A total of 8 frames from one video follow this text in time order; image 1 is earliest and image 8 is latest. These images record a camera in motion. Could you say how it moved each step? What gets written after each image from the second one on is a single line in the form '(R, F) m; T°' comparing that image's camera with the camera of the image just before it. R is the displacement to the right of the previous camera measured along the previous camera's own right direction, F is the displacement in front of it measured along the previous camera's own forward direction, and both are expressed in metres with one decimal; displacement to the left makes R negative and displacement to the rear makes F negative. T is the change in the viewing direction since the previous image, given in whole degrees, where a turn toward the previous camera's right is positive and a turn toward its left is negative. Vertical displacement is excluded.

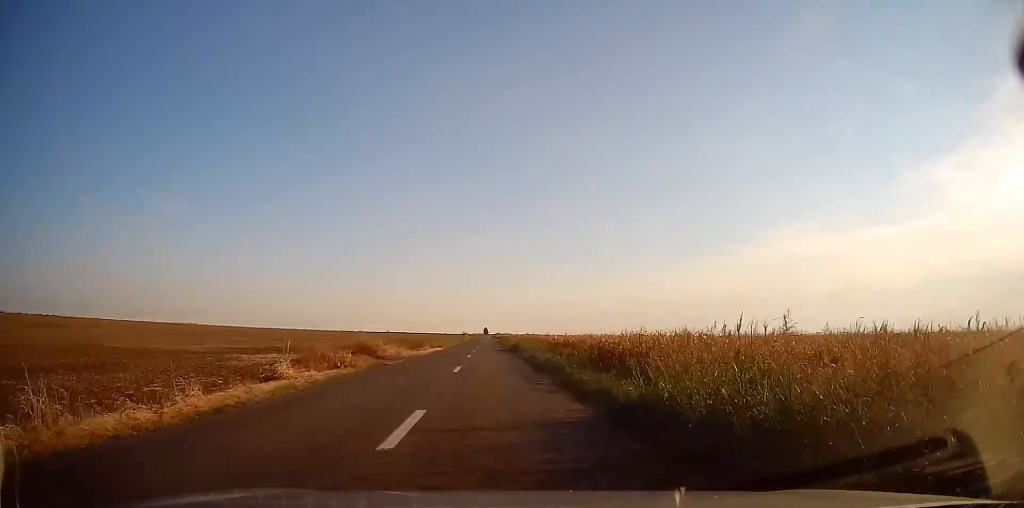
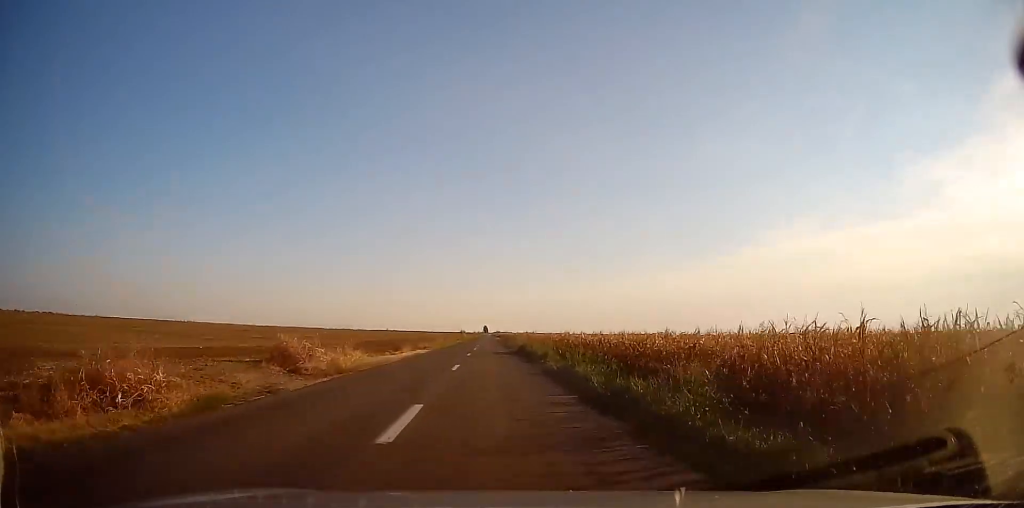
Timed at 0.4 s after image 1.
(+0.1, +11.7) m; 0°
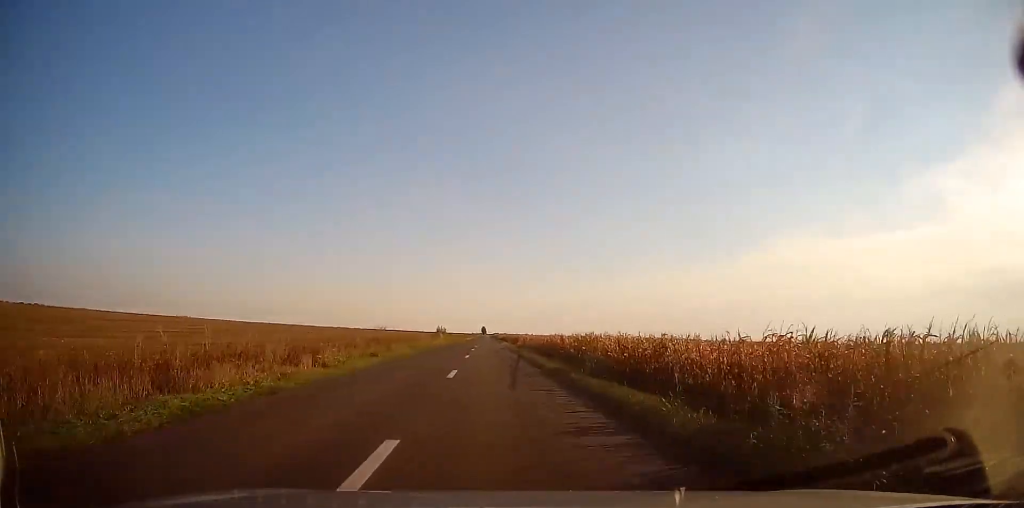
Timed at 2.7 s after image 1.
(-0.1, +62.1) m; 0°
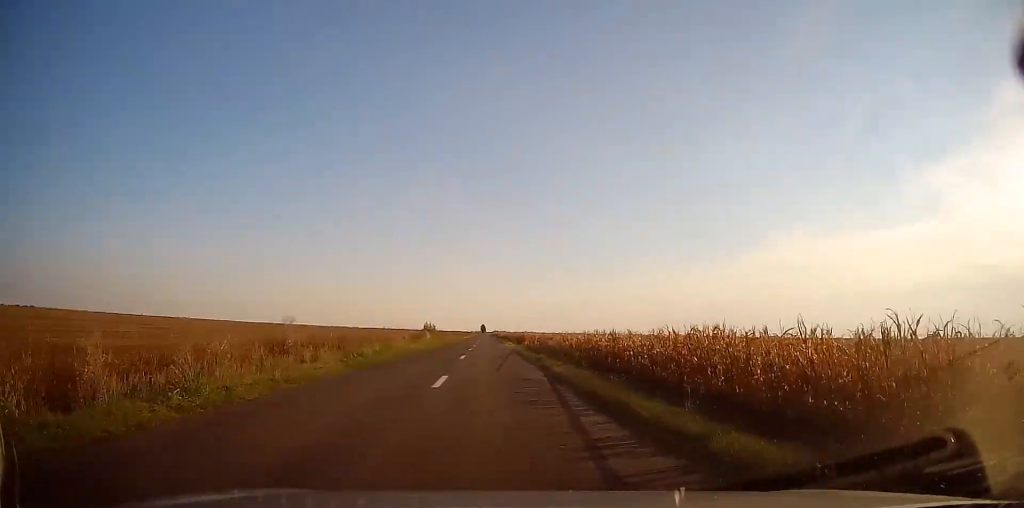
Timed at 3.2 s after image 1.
(-0.1, +15.4) m; 0°
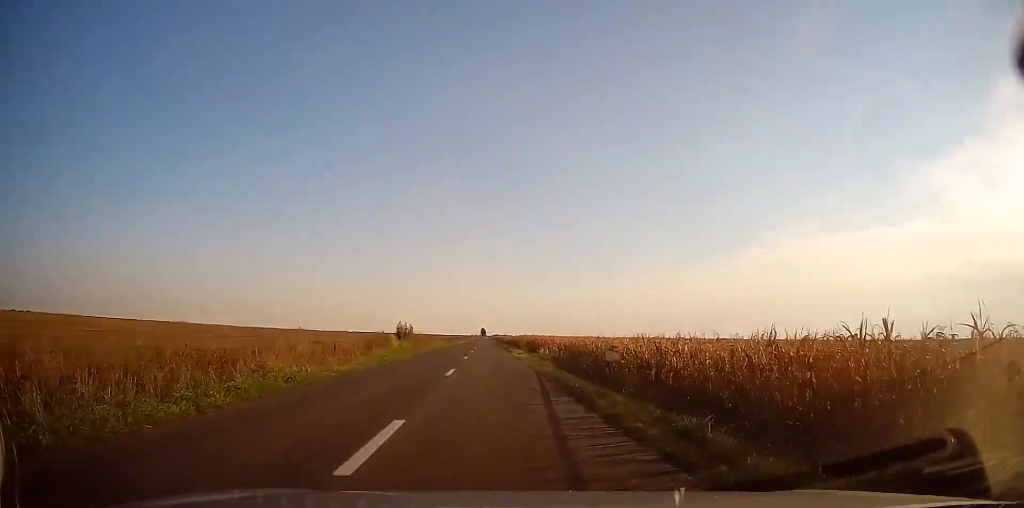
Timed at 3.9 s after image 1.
(-0.1, +19.1) m; 0°
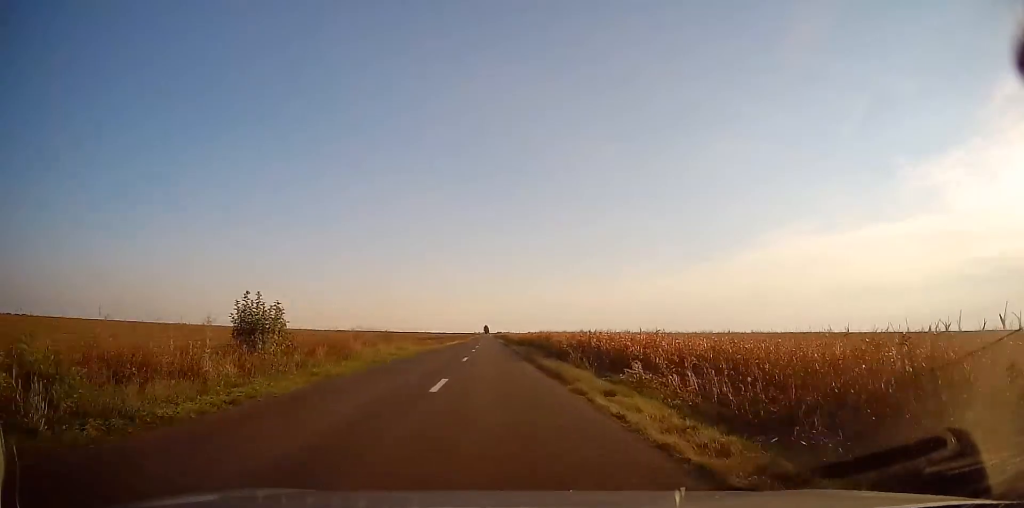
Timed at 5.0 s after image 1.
(0.0, +29.4) m; 0°
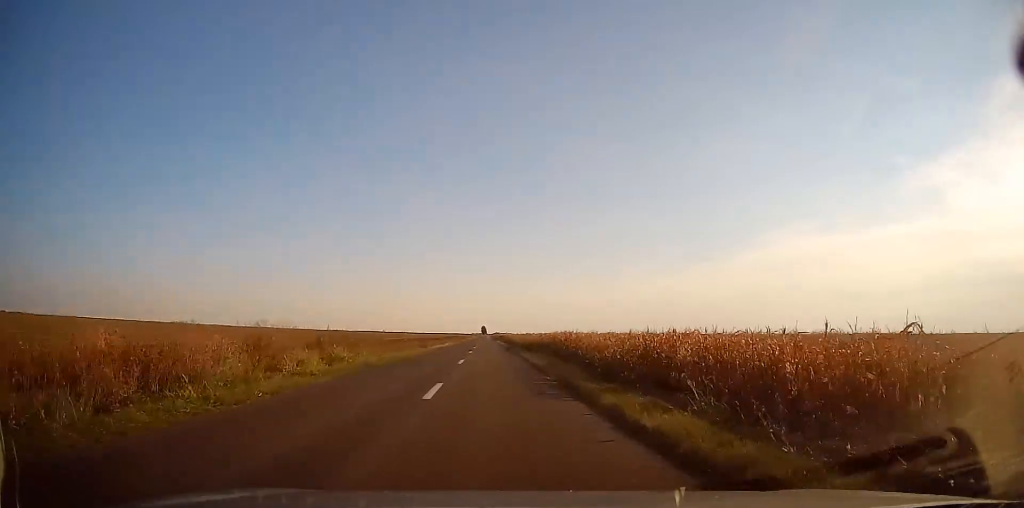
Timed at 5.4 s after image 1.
(+0.2, +13.0) m; 0°
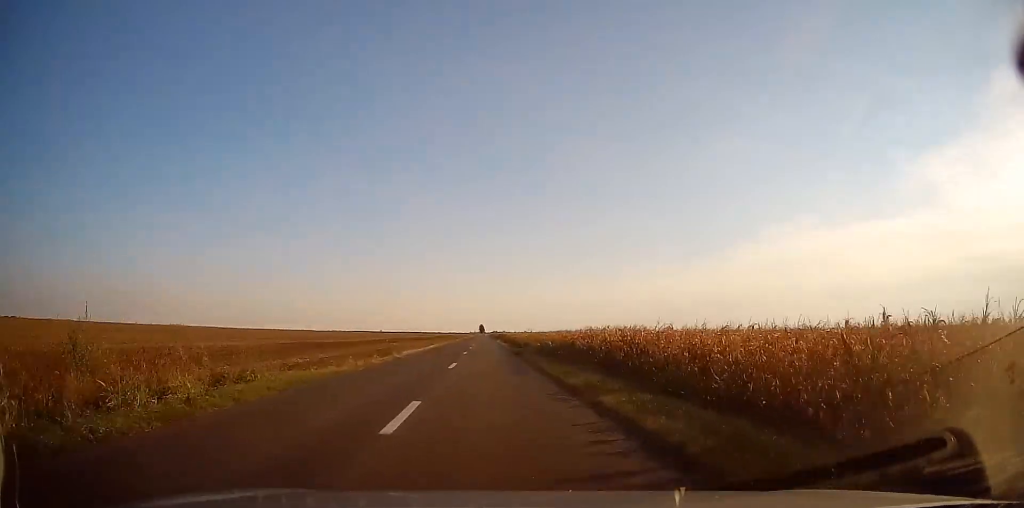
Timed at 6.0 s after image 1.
(0.0, +15.4) m; 0°
